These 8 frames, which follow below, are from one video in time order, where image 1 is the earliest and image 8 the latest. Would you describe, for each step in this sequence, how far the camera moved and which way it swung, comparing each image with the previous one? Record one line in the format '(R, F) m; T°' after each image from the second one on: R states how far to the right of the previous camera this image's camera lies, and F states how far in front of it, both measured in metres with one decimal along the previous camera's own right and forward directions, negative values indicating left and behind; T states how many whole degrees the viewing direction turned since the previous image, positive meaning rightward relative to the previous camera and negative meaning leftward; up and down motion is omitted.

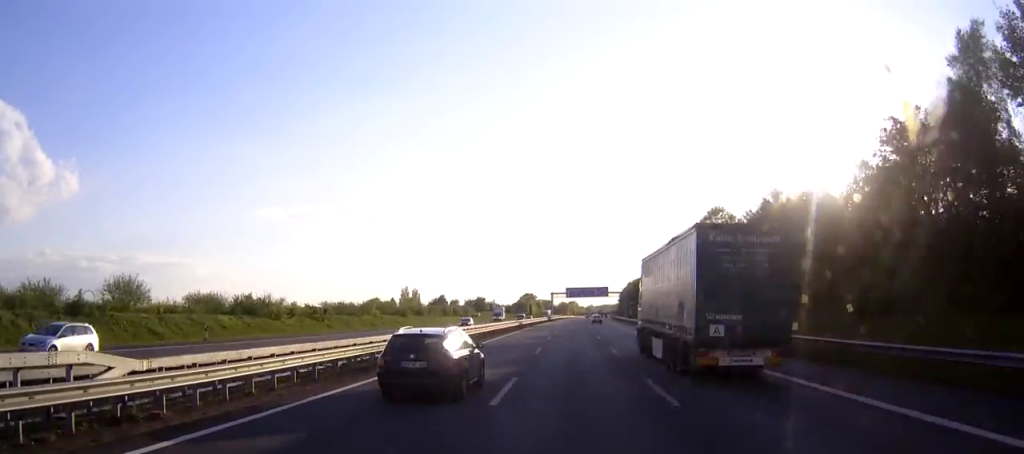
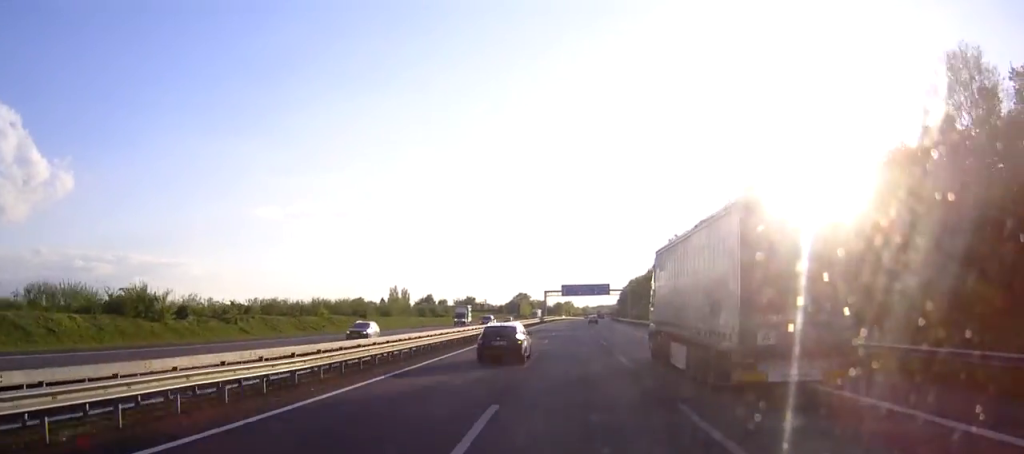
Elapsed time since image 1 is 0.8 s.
(+0.1, +23.9) m; 0°
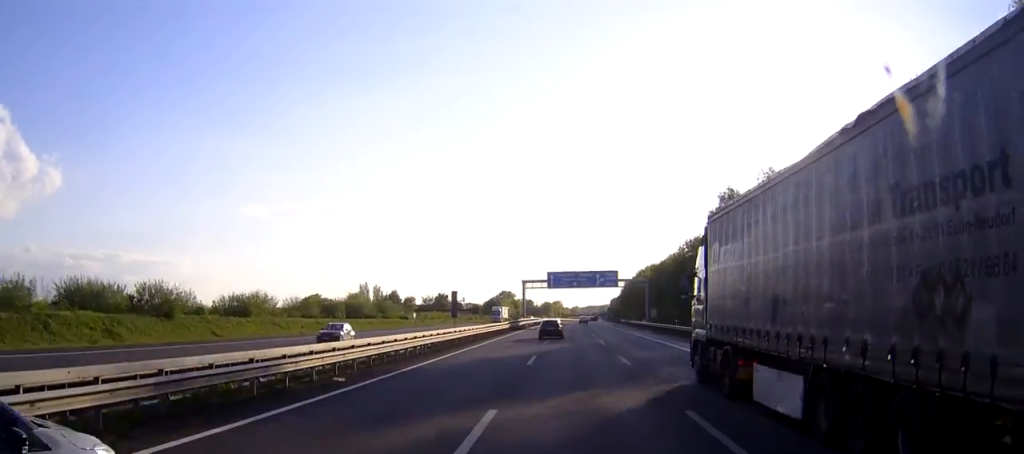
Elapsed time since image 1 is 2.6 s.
(+0.5, +54.7) m; +1°
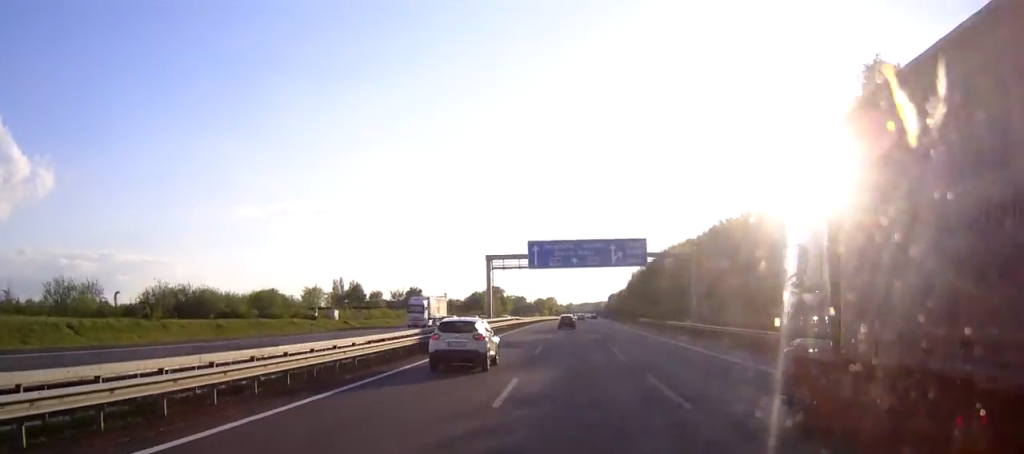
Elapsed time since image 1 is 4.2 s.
(+0.2, +47.8) m; 0°
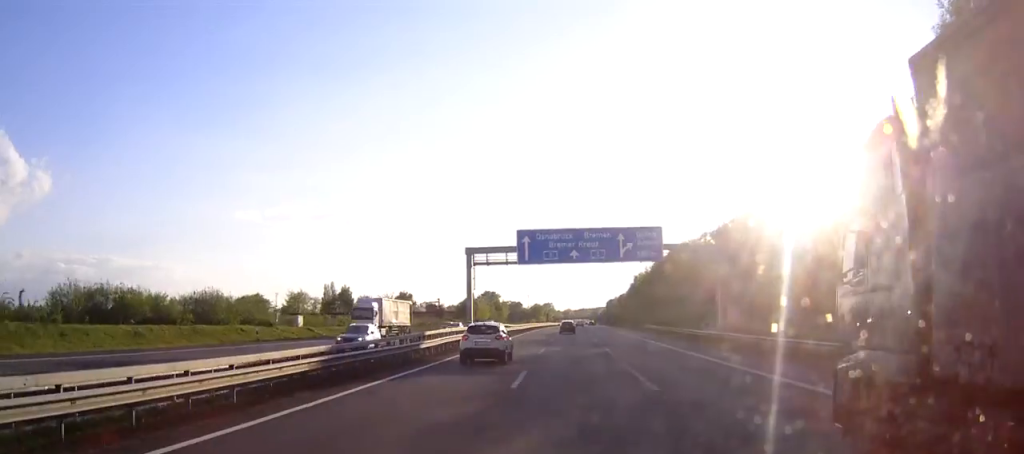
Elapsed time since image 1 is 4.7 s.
(0.0, +12.9) m; 0°
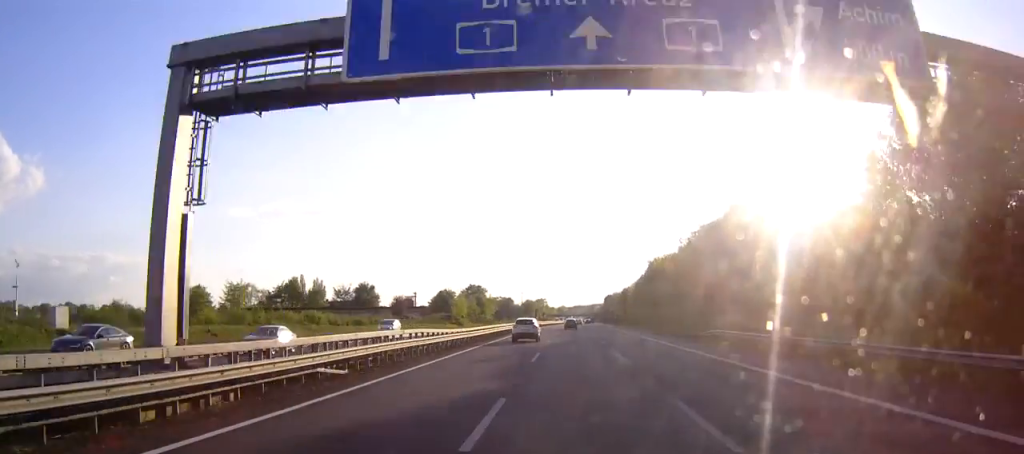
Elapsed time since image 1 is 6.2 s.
(+0.1, +44.8) m; +1°
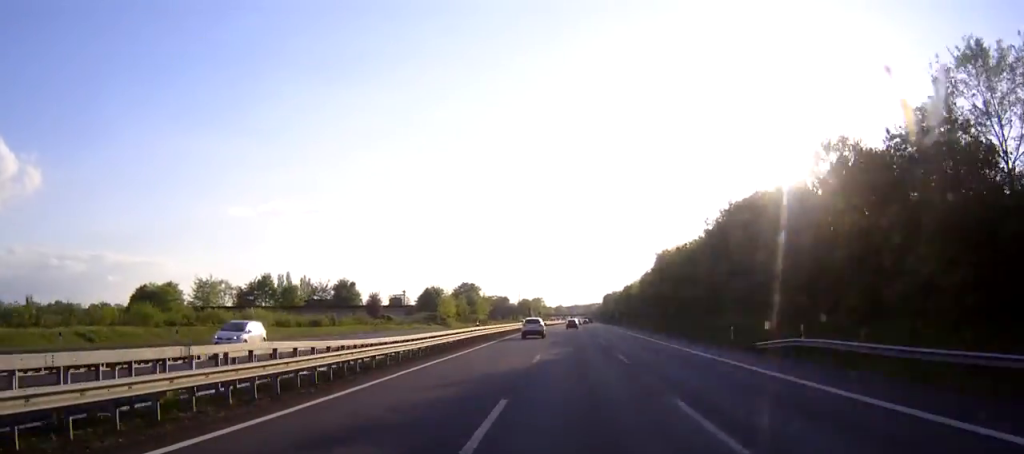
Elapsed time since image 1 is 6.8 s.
(+0.1, +17.9) m; 0°
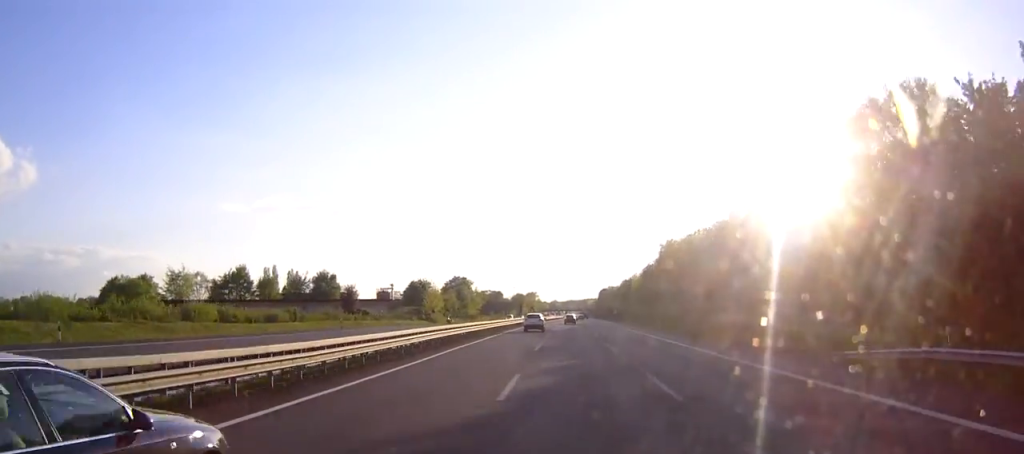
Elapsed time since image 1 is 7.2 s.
(0.0, +13.0) m; 0°
